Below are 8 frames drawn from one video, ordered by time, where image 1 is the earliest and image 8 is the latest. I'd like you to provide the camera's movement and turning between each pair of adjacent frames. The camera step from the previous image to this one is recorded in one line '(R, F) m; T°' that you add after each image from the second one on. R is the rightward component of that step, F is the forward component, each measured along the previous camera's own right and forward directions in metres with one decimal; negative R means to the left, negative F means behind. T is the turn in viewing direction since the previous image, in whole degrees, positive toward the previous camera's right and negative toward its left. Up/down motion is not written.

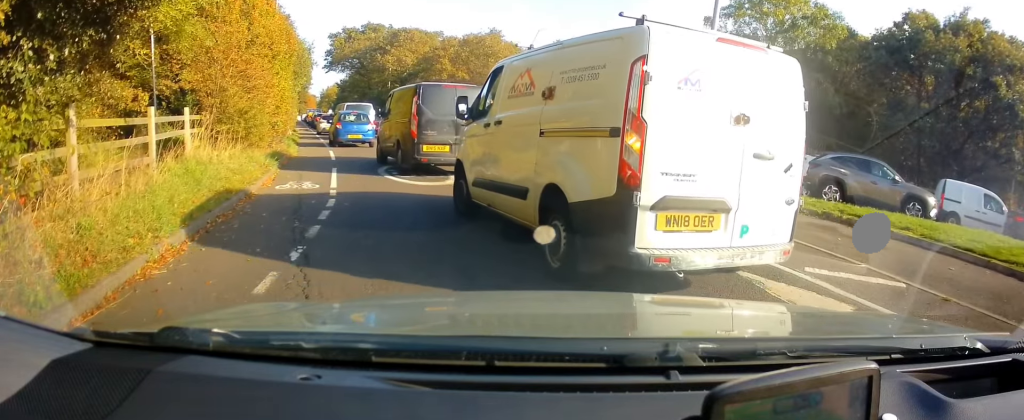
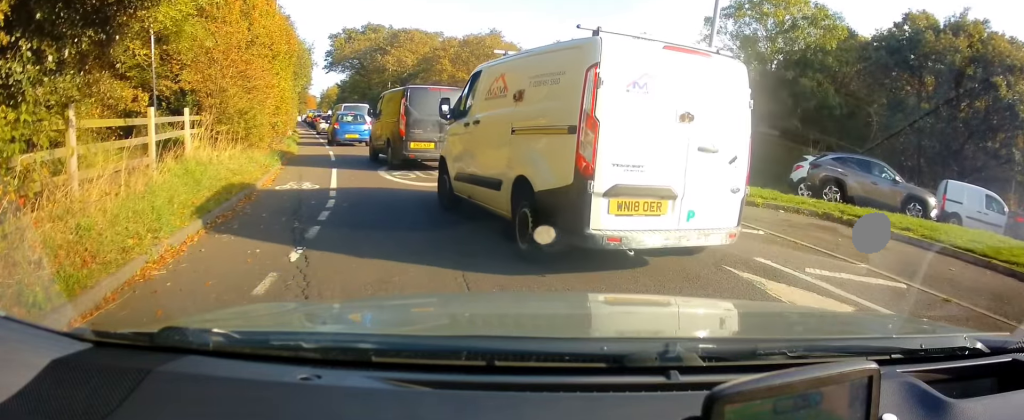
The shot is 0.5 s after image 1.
(0.0, 0.0) m; 0°
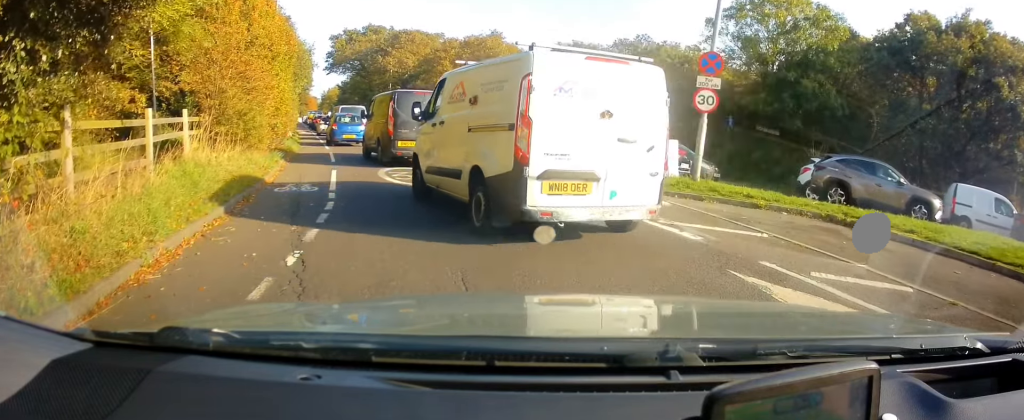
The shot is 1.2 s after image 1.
(0.0, 0.0) m; 0°
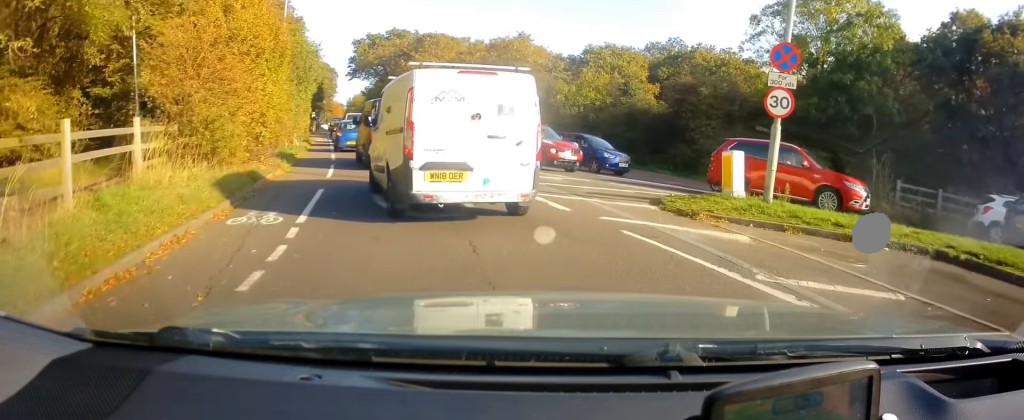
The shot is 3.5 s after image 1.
(-0.3, +1.8) m; +1°
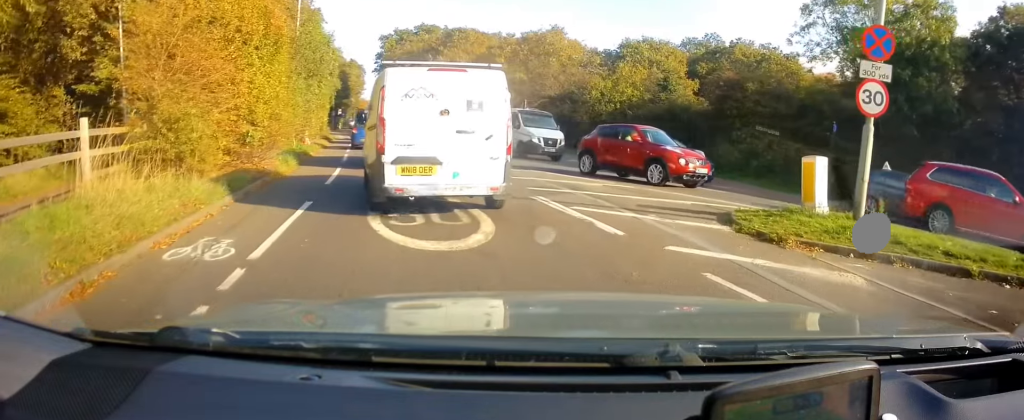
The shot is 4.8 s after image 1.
(+0.1, +2.1) m; -2°
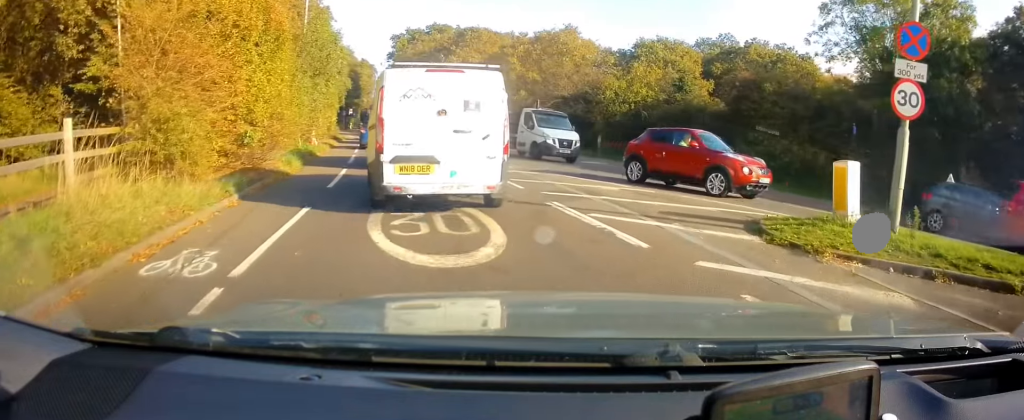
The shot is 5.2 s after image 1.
(-0.1, +0.6) m; -5°
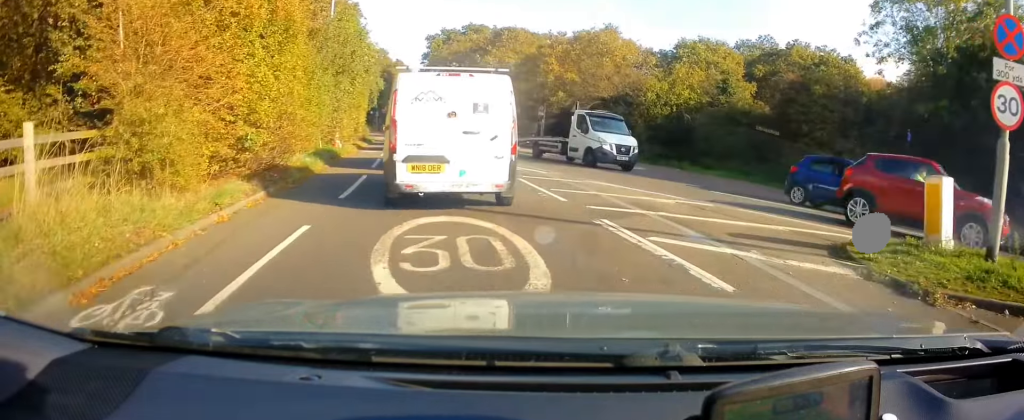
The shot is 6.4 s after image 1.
(-0.2, +1.6) m; -11°
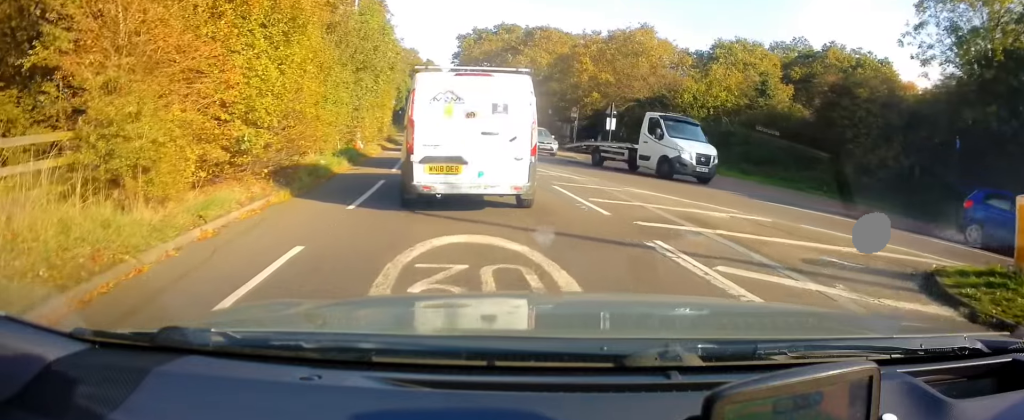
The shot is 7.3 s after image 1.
(-0.1, +1.4) m; -3°
